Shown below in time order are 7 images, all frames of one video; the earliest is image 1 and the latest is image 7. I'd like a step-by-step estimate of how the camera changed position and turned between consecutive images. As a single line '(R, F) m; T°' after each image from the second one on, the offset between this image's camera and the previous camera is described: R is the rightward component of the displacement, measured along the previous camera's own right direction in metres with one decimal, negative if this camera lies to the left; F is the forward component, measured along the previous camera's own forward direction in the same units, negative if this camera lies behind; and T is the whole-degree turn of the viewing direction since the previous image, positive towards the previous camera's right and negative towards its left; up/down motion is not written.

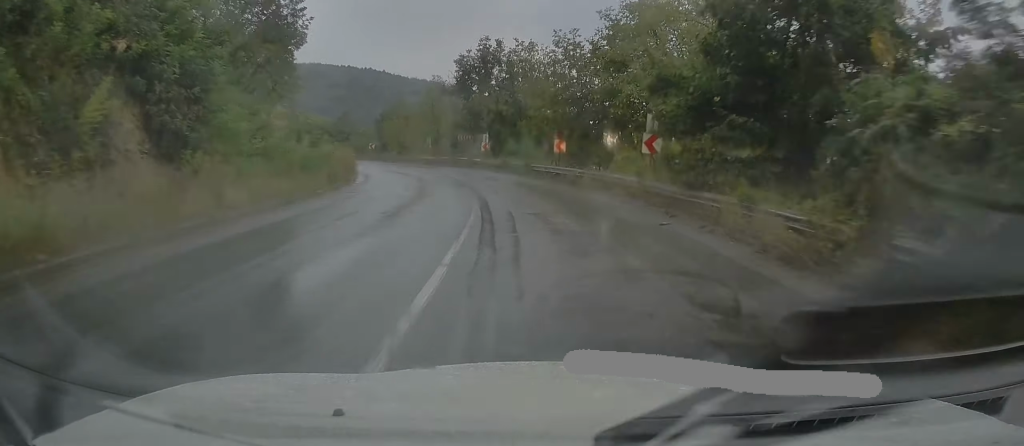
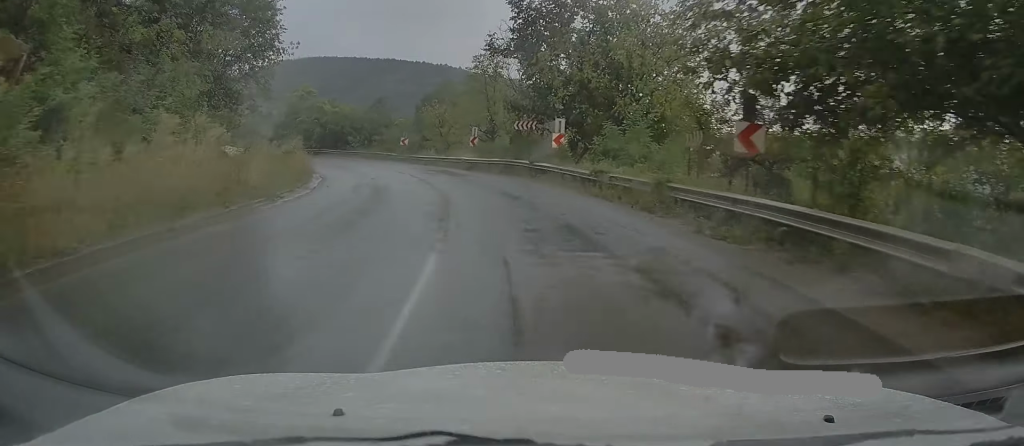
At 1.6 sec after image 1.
(-0.6, +18.0) m; -6°
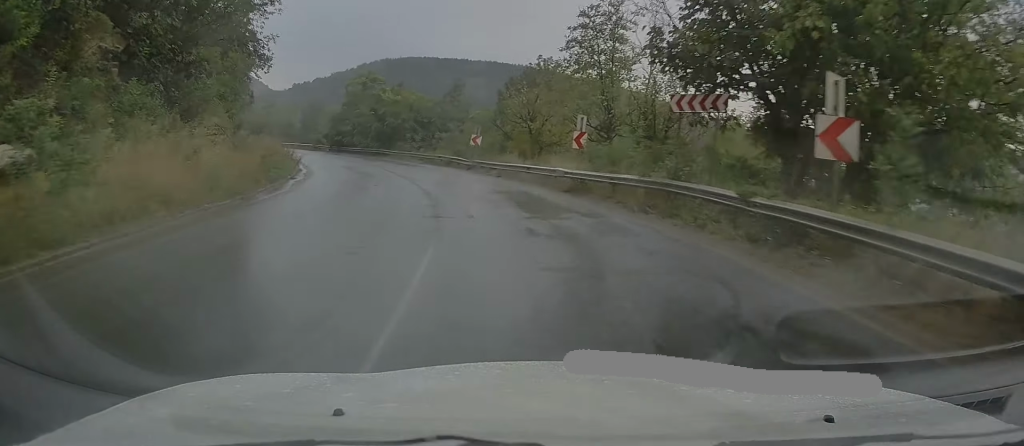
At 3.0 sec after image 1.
(-1.0, +14.7) m; -7°
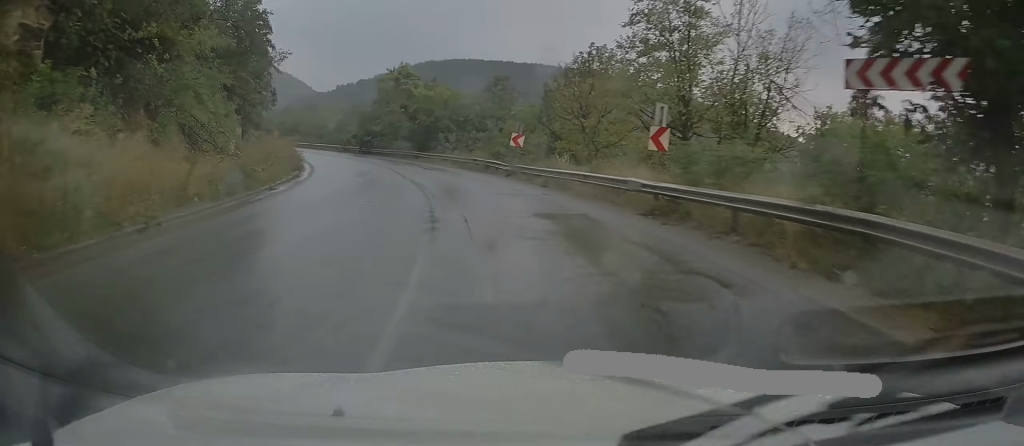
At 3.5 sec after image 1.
(-0.1, +5.7) m; -3°
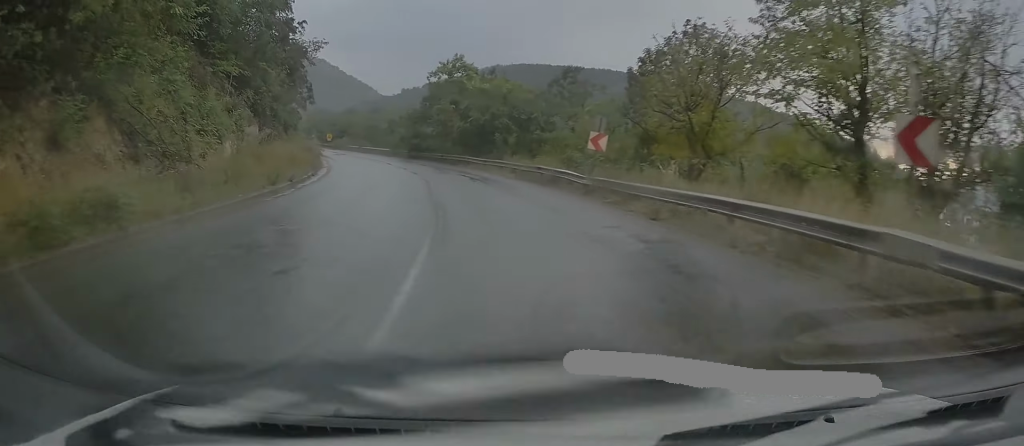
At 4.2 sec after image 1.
(0.0, +7.9) m; -4°
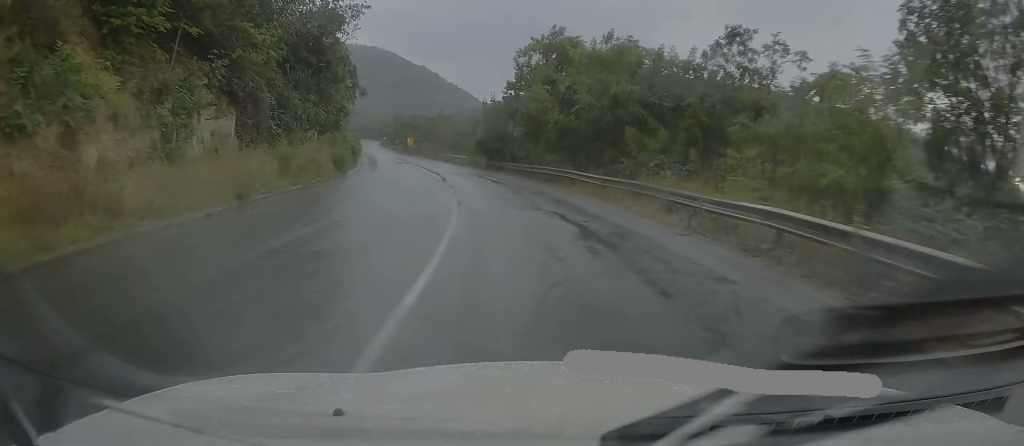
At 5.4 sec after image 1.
(-1.3, +15.3) m; -10°
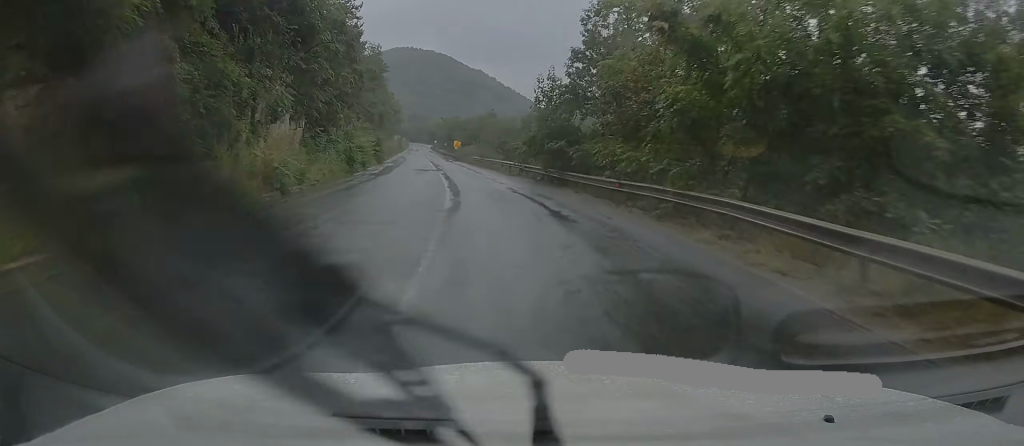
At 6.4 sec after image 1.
(-0.7, +12.6) m; -6°
